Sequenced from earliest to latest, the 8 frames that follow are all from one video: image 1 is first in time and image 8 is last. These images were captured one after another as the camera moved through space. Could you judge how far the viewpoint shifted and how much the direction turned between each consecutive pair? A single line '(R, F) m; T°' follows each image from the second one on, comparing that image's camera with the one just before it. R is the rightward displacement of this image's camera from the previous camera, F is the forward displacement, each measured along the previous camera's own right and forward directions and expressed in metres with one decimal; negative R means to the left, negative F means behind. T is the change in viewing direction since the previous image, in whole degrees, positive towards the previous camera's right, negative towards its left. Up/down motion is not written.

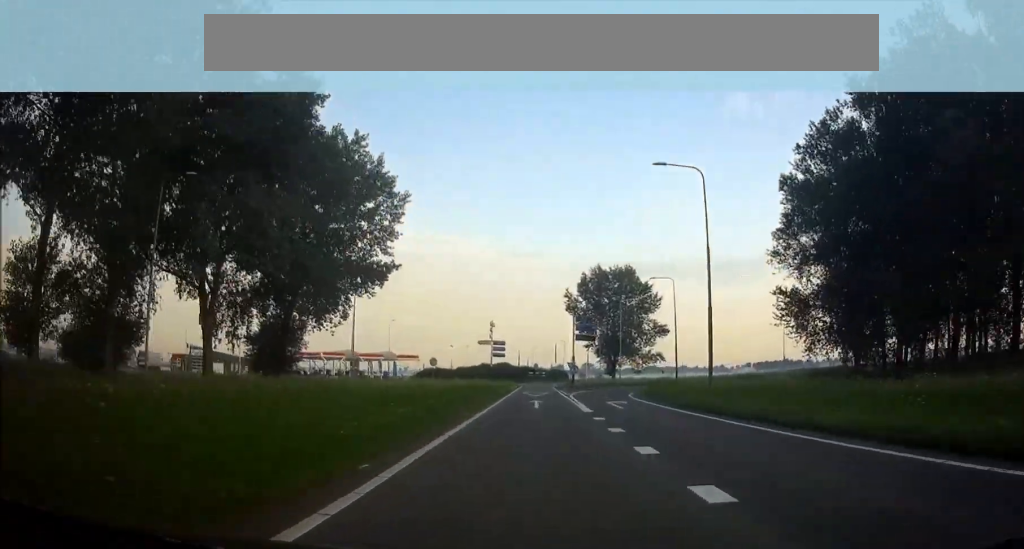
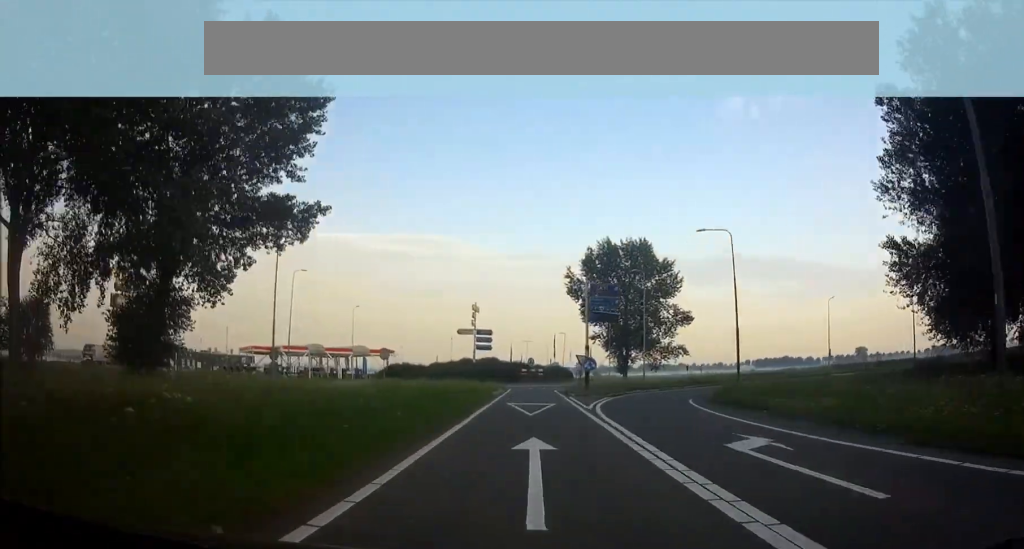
(+0.1, +17.3) m; 0°
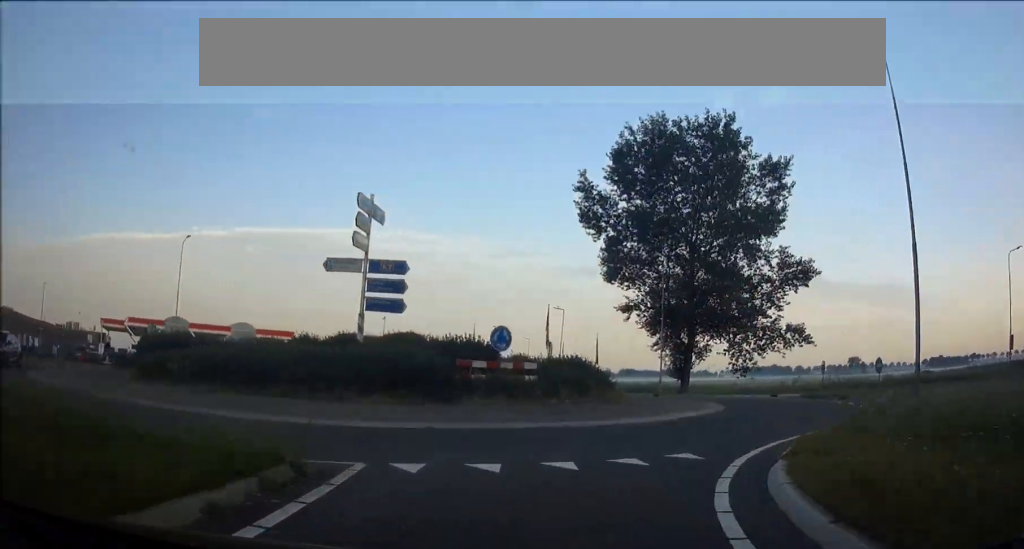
(+1.3, +40.3) m; +9°
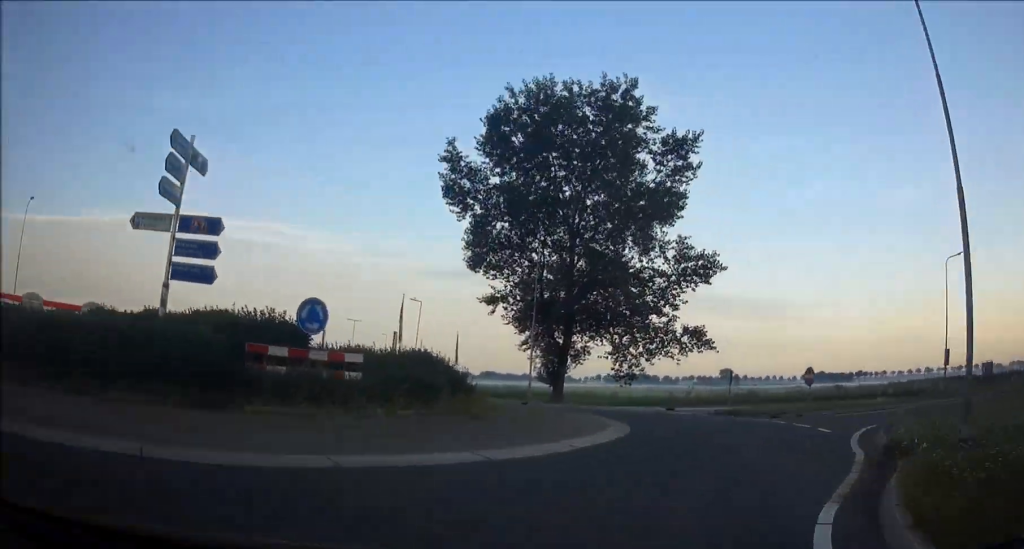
(-0.1, +7.8) m; +5°
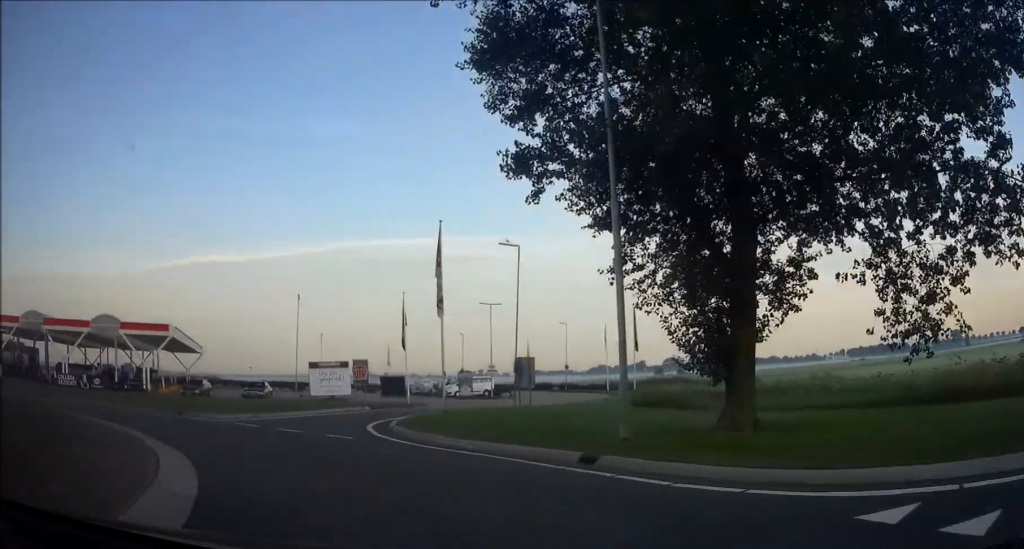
(-2.3, +25.5) m; -42°
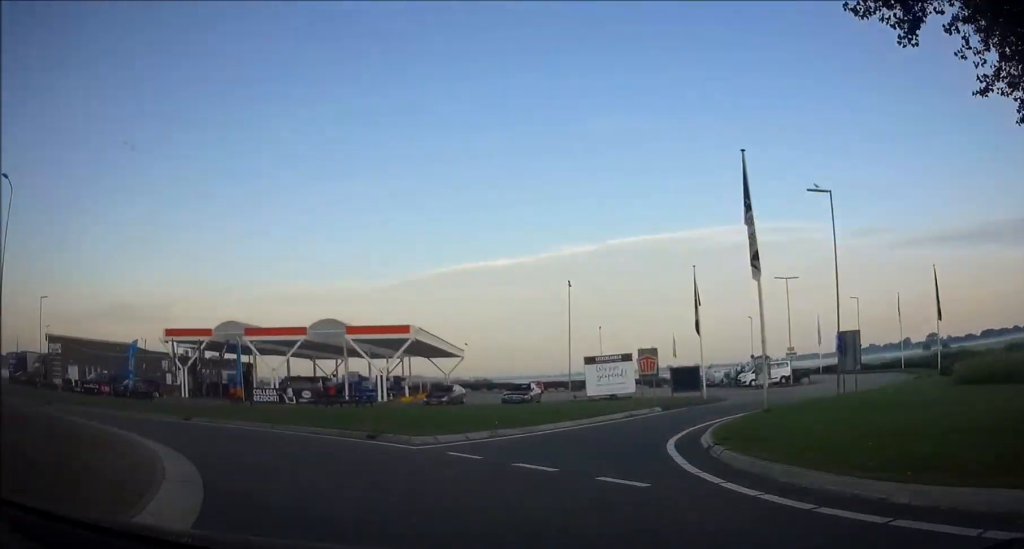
(+0.8, +6.3) m; -23°
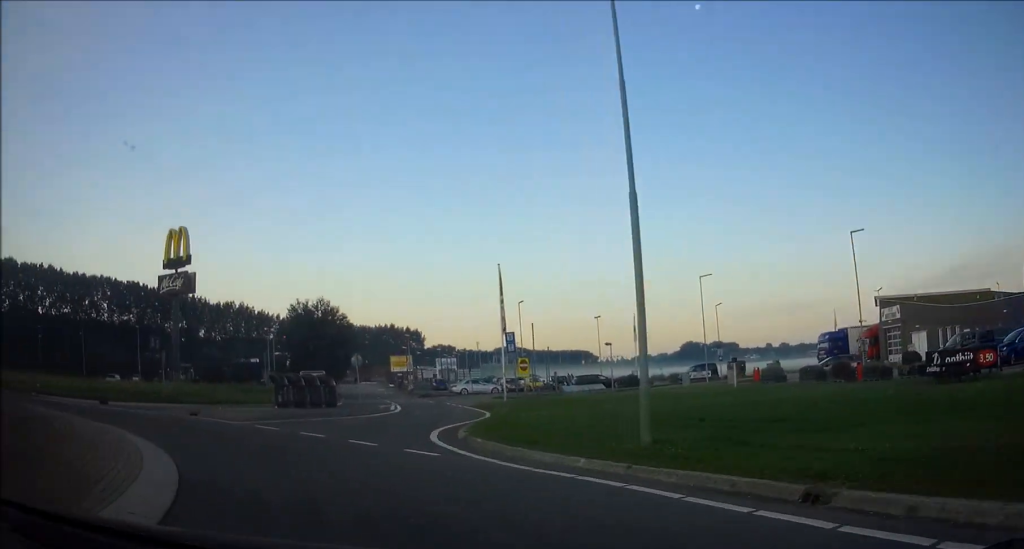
(-14.4, +18.0) m; -53°
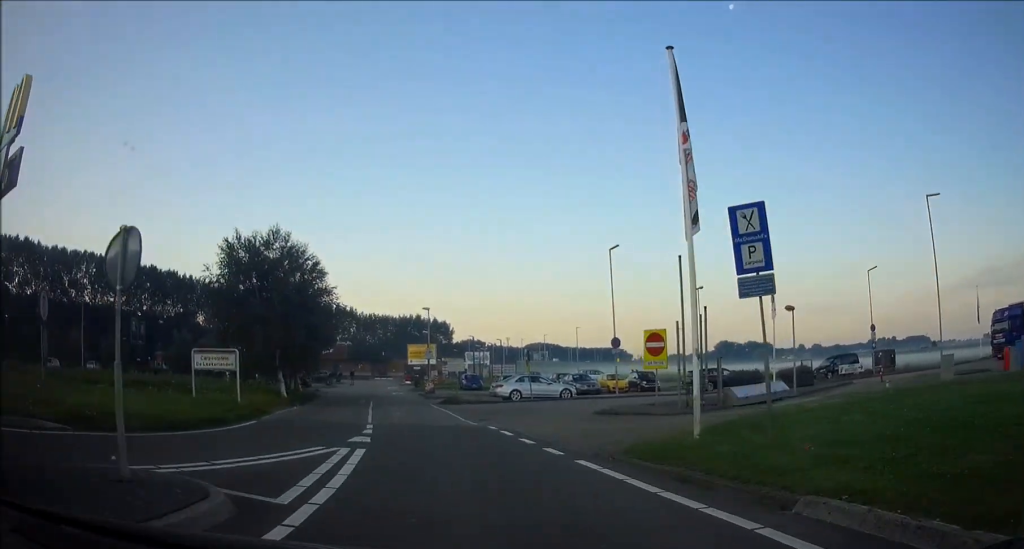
(-4.7, +25.9) m; -15°
